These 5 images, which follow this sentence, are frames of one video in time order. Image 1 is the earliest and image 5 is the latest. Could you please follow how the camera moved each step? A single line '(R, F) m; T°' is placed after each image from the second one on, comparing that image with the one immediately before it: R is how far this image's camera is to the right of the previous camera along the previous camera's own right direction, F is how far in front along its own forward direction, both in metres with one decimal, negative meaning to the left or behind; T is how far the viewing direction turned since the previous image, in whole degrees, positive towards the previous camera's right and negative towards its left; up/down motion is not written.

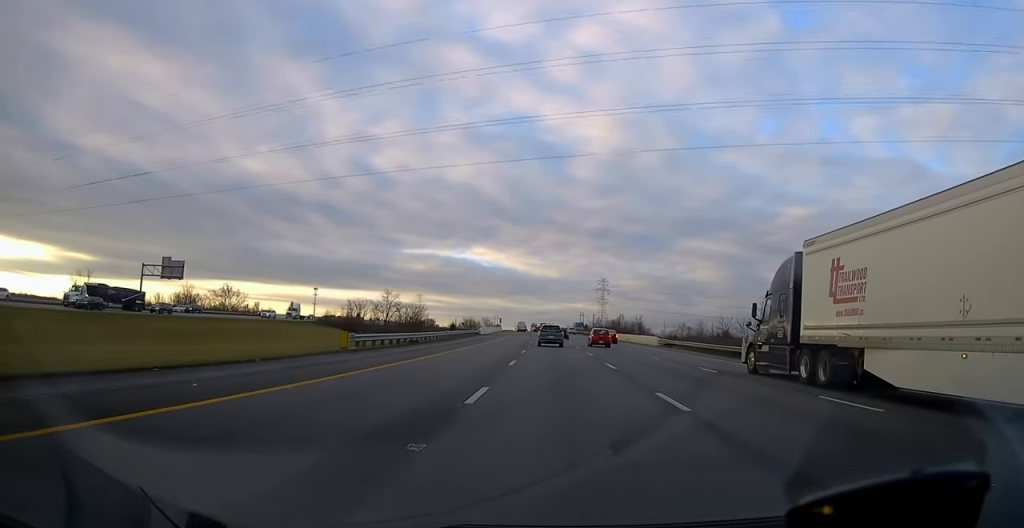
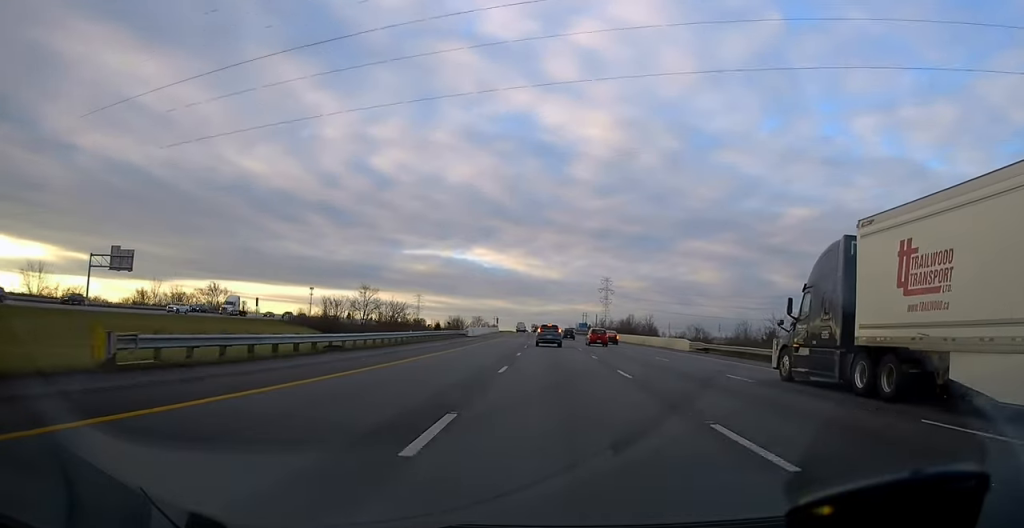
(+0.4, +17.1) m; +1°
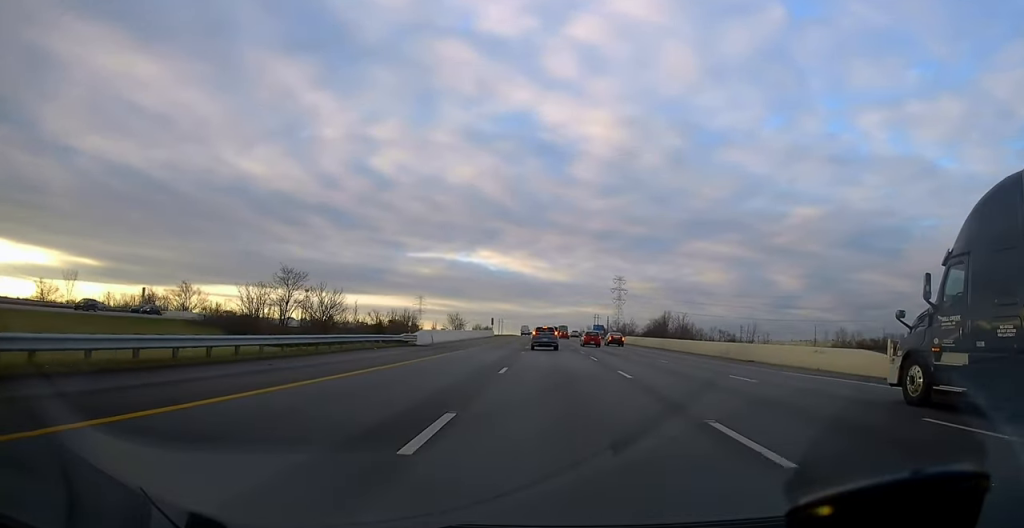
(+0.4, +37.4) m; 0°
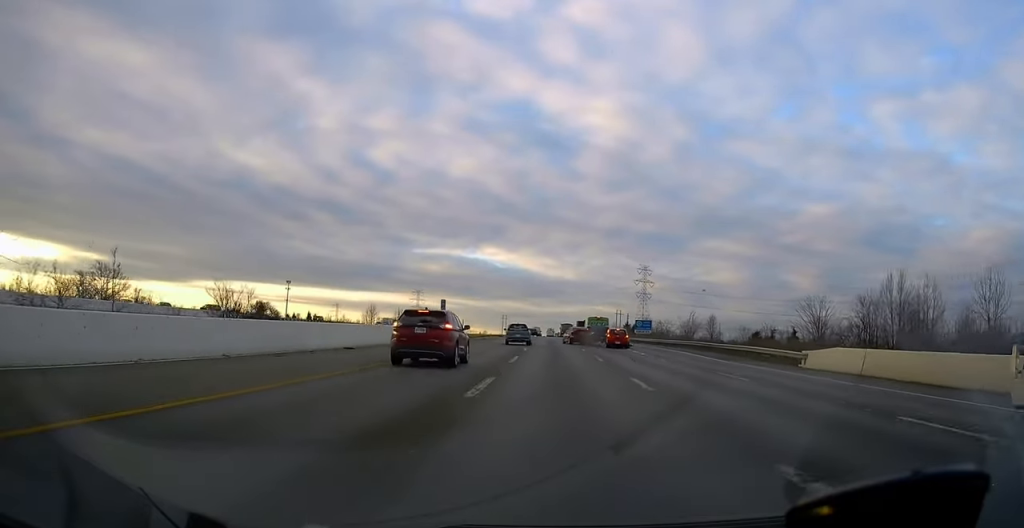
(-3.4, +80.2) m; -2°
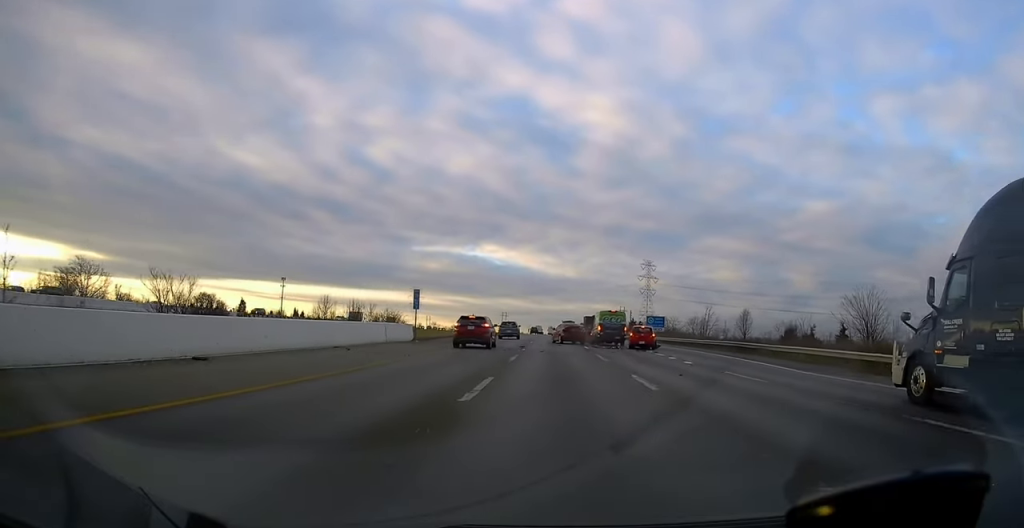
(+0.3, +15.2) m; +1°
